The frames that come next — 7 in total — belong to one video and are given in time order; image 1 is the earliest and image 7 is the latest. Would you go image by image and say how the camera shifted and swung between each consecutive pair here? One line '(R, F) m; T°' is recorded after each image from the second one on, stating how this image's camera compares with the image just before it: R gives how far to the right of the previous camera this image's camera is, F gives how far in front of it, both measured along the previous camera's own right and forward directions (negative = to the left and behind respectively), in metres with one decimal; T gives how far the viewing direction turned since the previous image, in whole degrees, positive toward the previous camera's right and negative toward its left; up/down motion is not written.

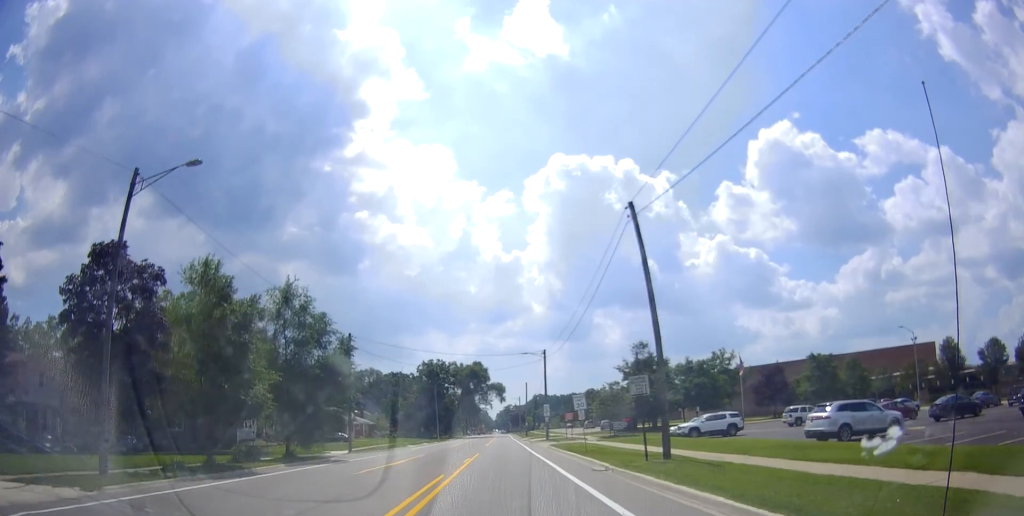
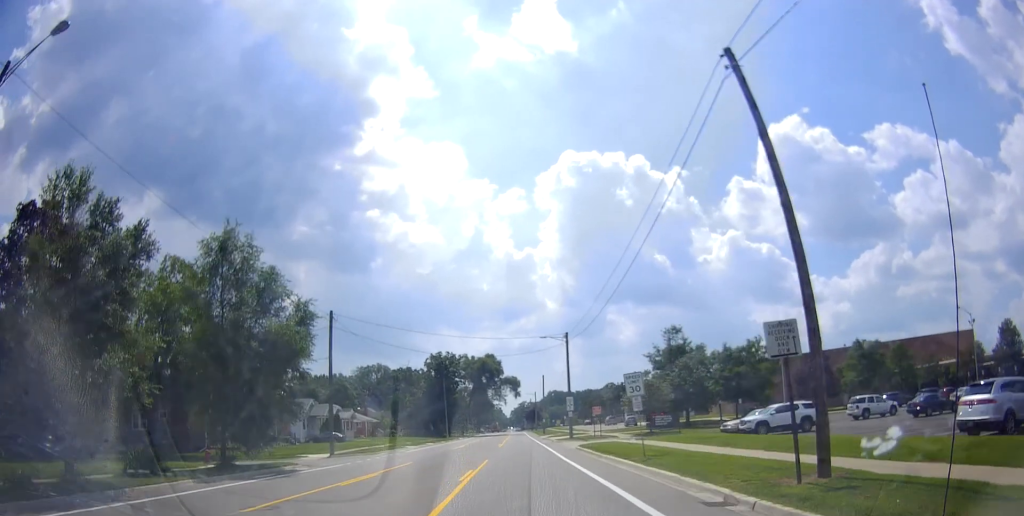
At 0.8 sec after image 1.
(-0.7, +10.1) m; 0°
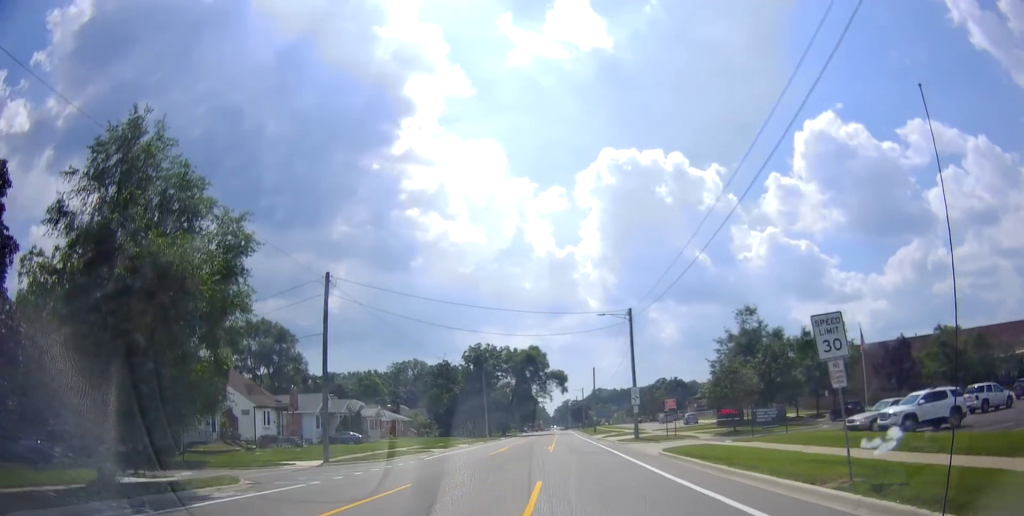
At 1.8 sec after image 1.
(+0.8, +11.4) m; -2°
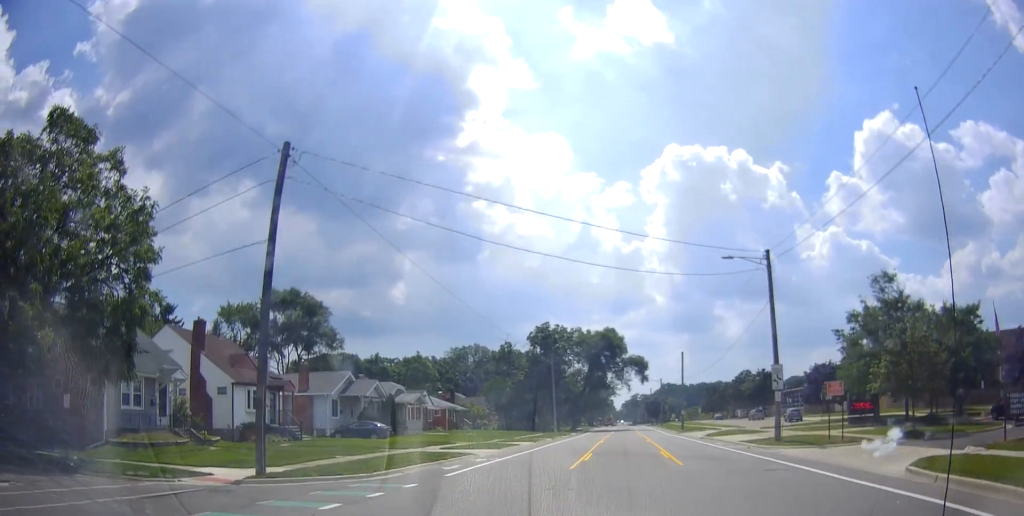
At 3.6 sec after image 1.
(-1.8, +18.4) m; -7°
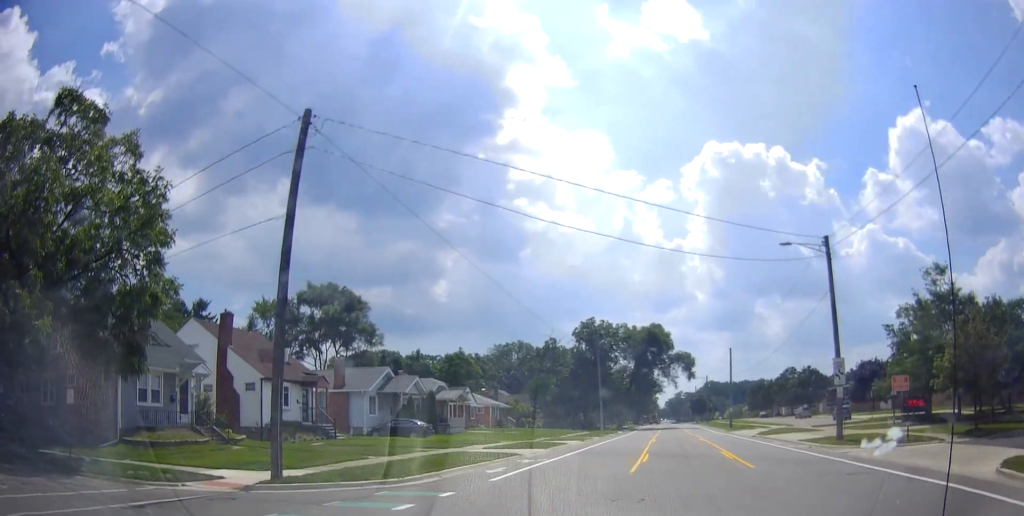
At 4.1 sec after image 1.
(0.0, +3.5) m; -2°
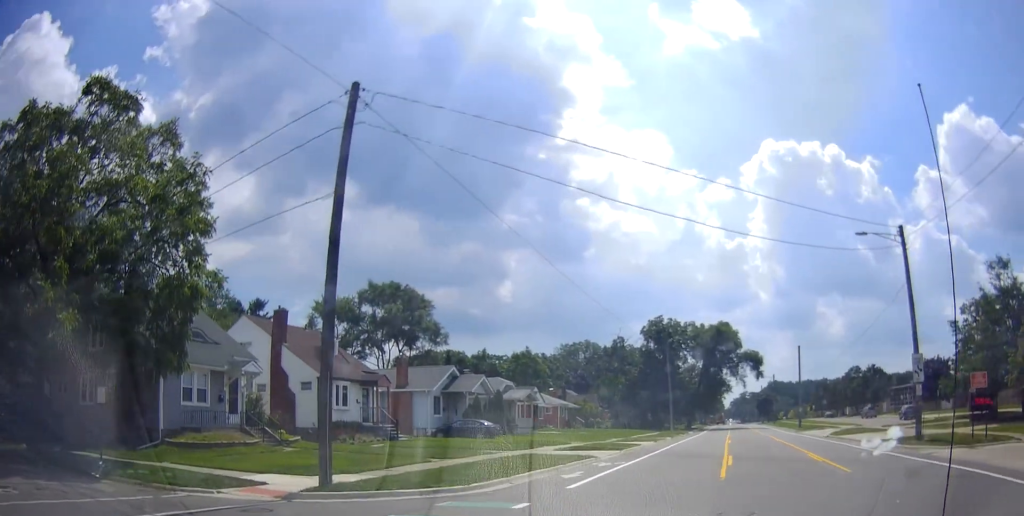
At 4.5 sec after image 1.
(0.0, +2.8) m; -3°
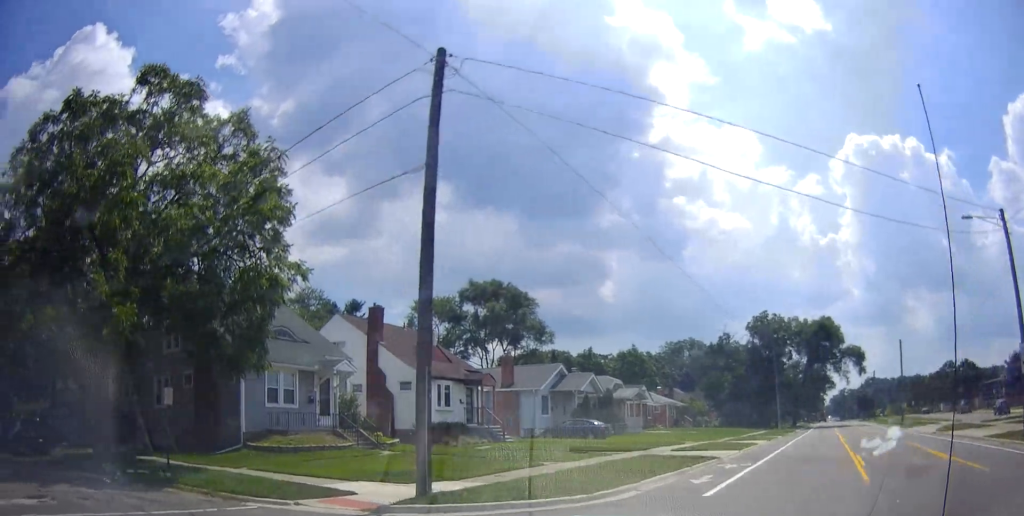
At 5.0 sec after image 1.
(-0.1, +2.9) m; -7°
